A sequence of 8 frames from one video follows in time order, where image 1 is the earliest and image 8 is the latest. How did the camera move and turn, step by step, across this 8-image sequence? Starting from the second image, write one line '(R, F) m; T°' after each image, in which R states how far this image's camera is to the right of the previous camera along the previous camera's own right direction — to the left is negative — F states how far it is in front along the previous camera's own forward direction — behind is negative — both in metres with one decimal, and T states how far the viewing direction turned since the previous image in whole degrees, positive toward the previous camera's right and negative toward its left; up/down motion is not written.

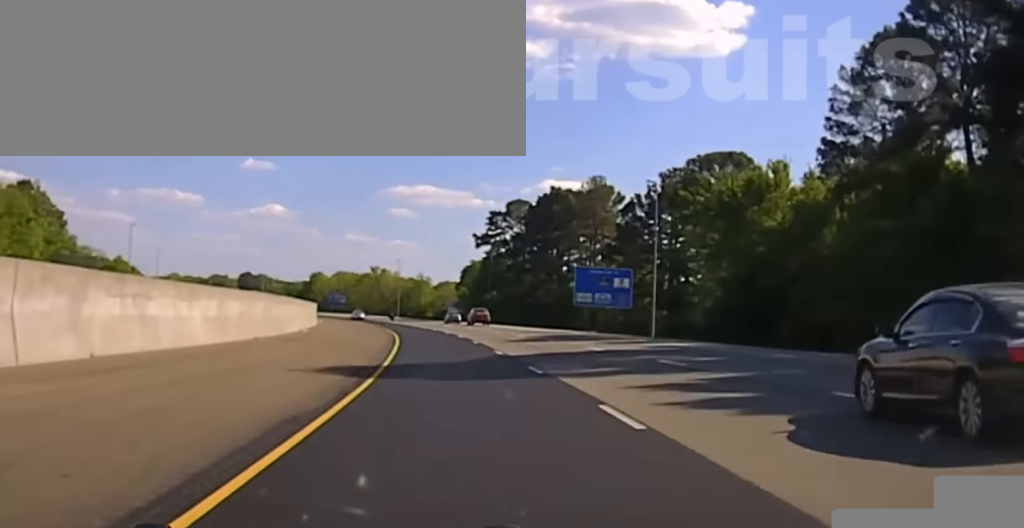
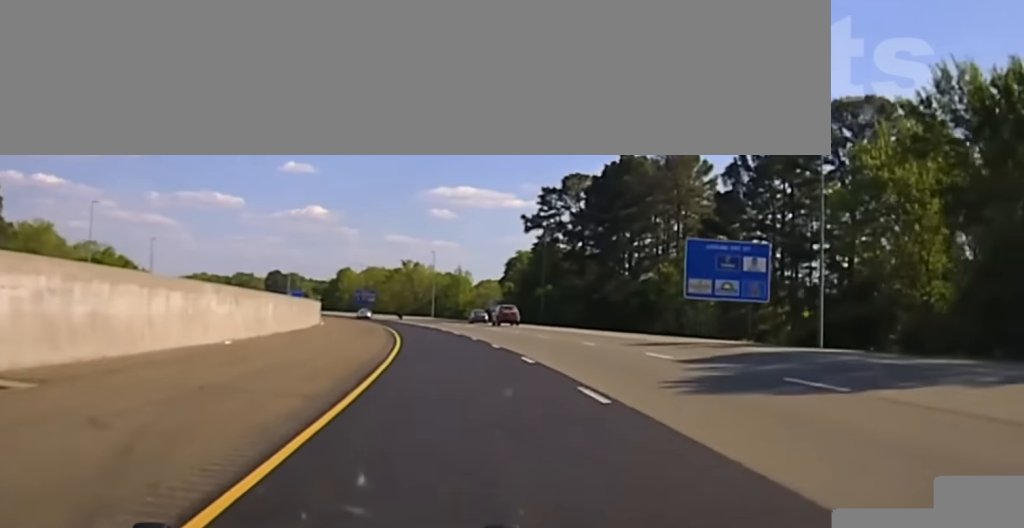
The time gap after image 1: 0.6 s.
(-0.3, +35.8) m; -2°
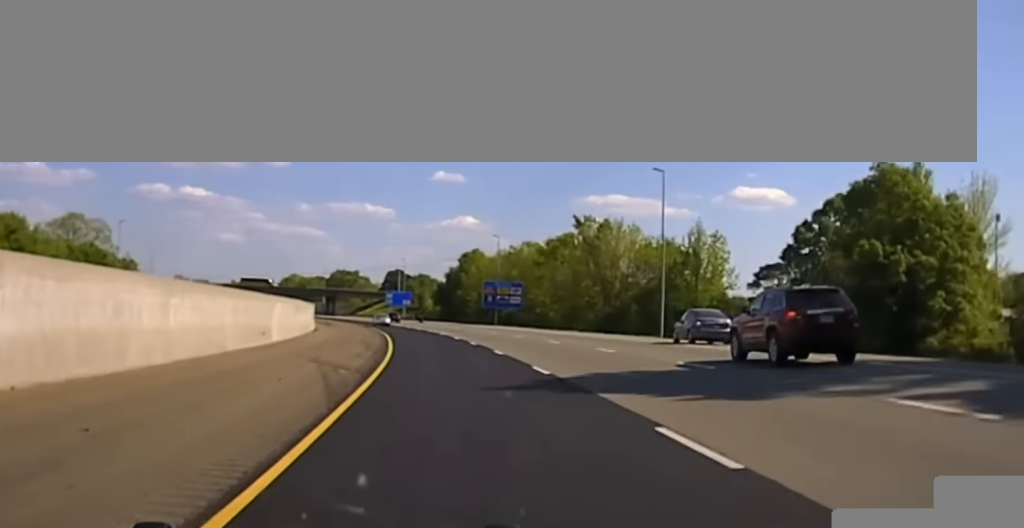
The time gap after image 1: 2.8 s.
(-9.1, +126.5) m; -8°
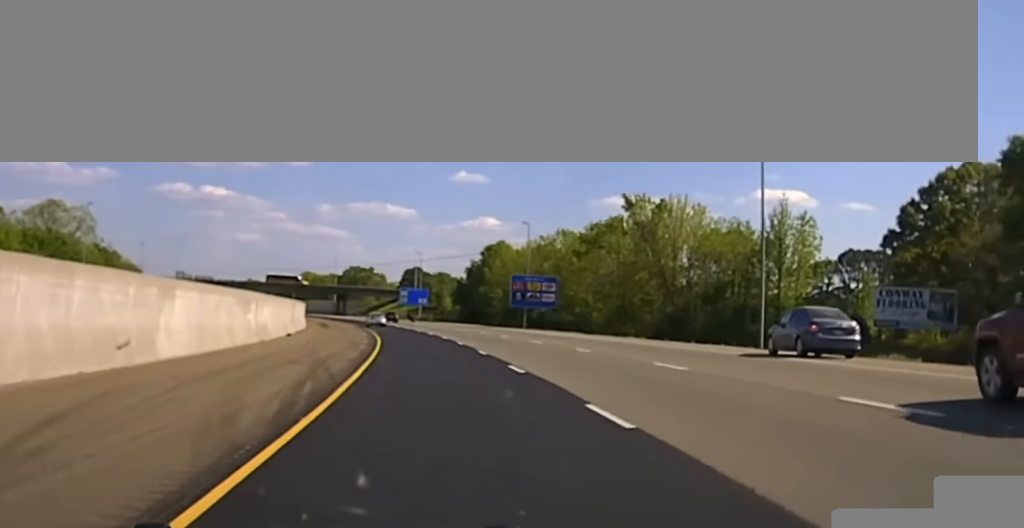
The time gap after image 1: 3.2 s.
(-0.5, +22.3) m; -1°
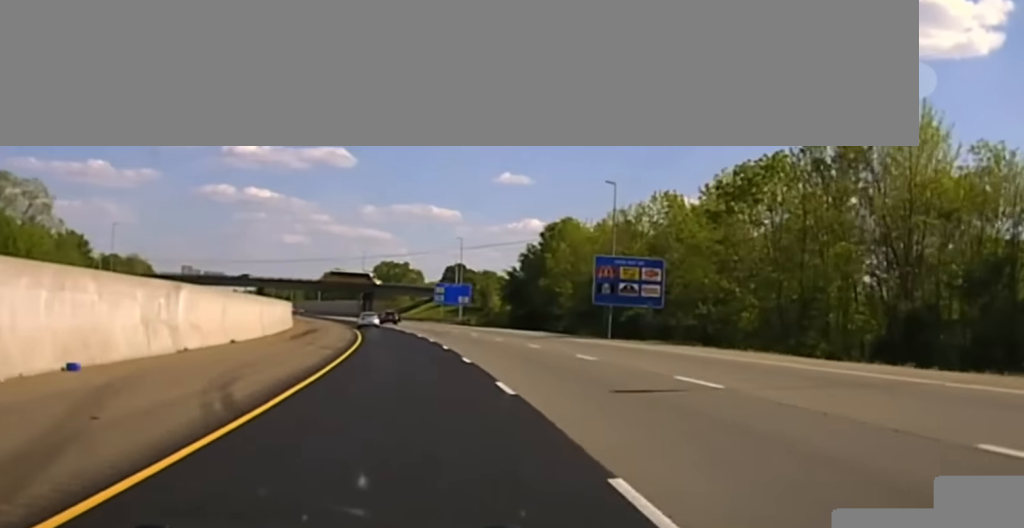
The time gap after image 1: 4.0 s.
(-0.7, +42.3) m; -3°
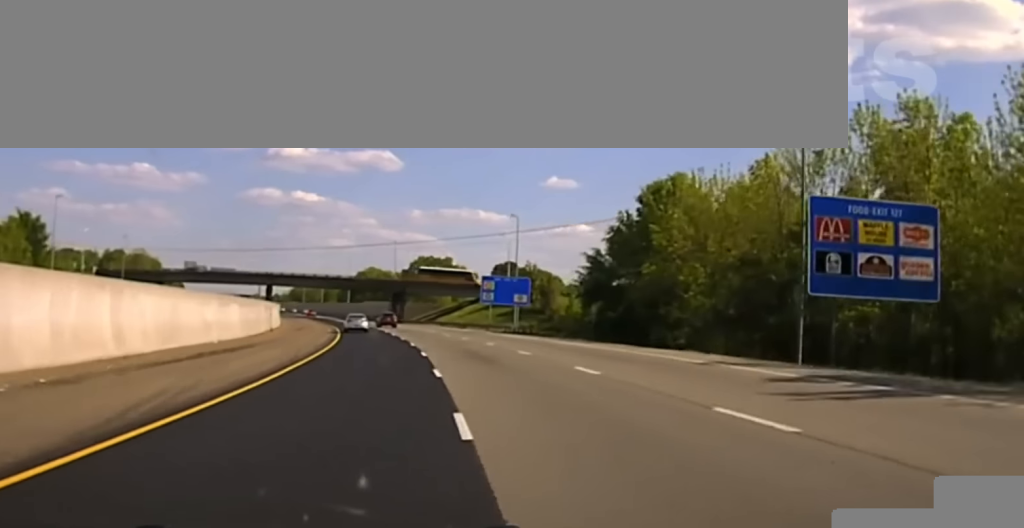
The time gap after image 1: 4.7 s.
(-0.6, +39.4) m; -3°
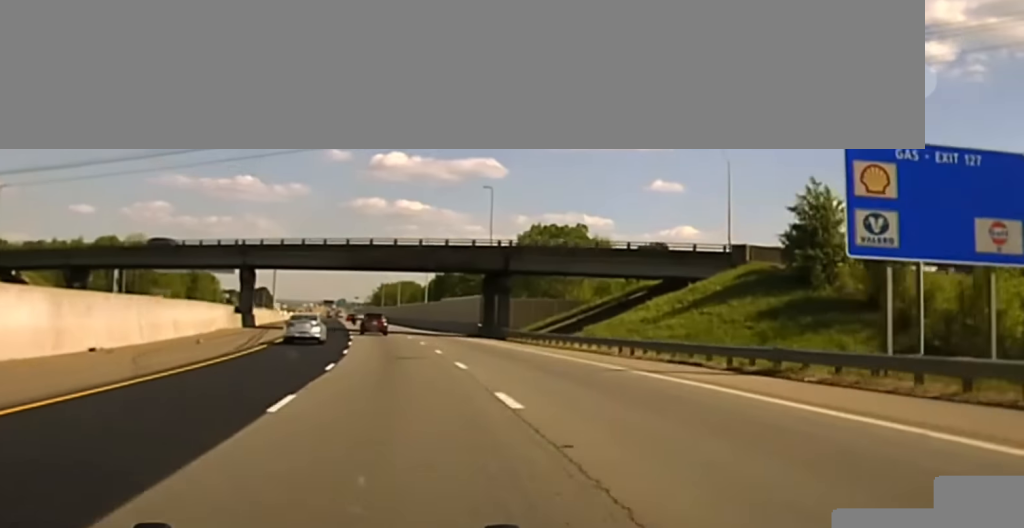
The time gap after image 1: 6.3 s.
(-4.0, +91.9) m; -4°
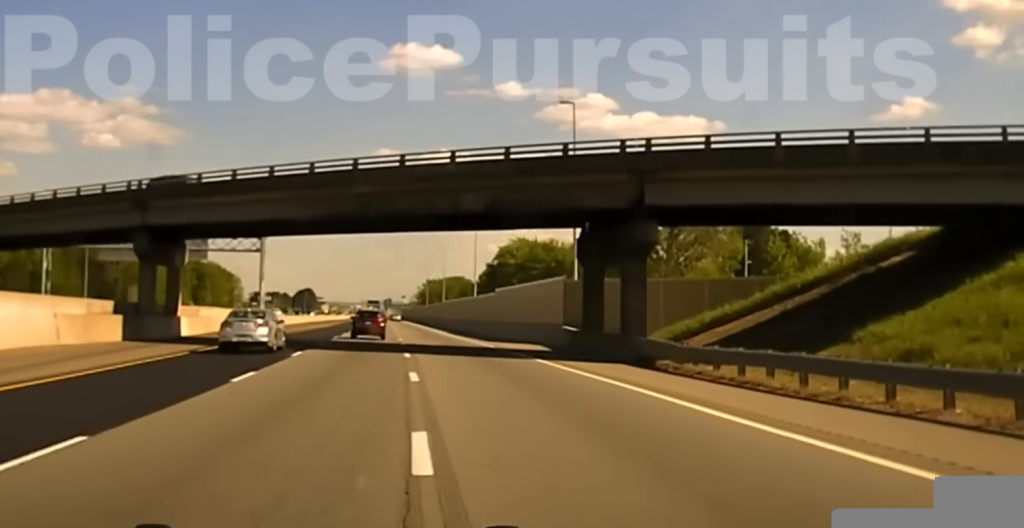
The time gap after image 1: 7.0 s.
(-0.5, +46.2) m; -2°
